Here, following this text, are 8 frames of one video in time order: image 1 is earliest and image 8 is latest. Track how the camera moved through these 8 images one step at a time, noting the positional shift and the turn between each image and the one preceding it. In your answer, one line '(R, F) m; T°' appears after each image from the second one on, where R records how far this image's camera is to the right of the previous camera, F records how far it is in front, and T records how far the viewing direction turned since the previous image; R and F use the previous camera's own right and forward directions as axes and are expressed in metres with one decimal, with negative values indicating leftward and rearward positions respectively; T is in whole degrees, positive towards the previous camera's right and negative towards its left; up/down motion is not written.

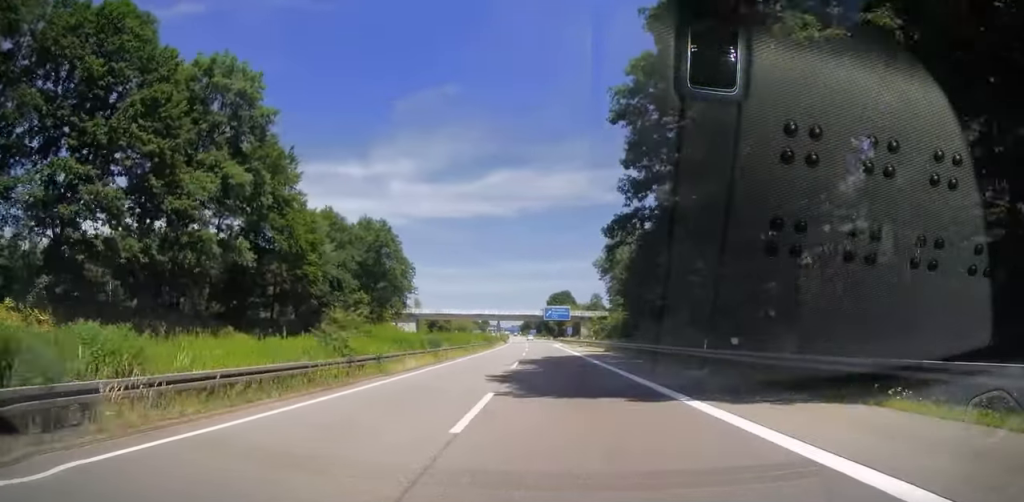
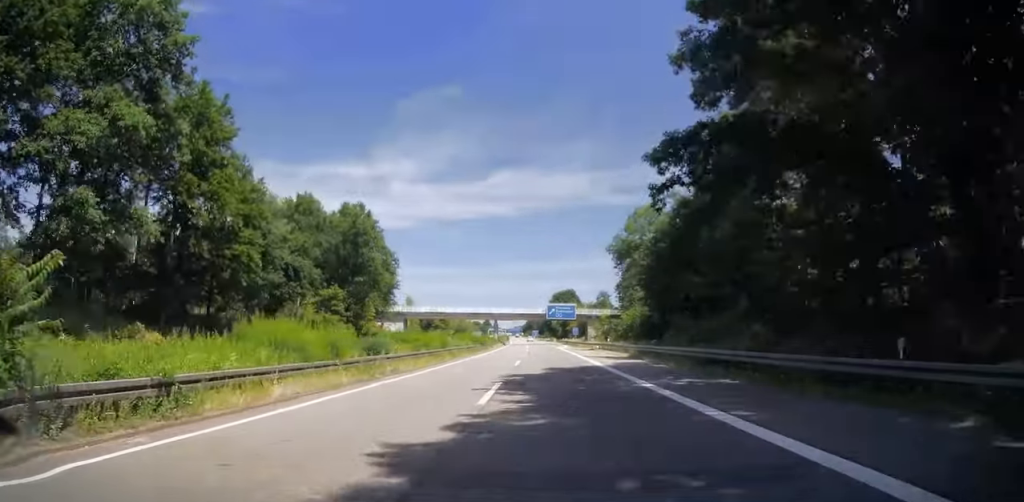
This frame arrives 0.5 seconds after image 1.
(-0.2, +14.3) m; 0°
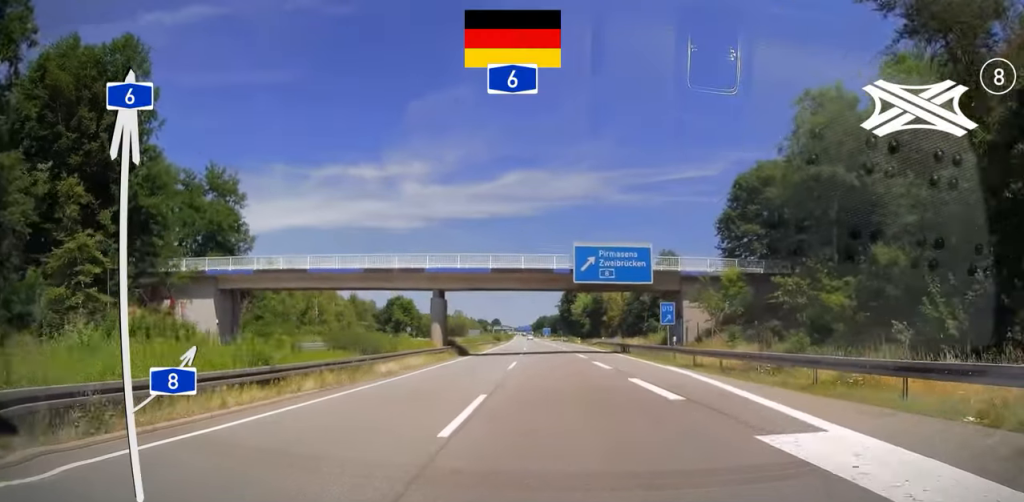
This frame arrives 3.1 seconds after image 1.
(-1.0, +76.3) m; -1°
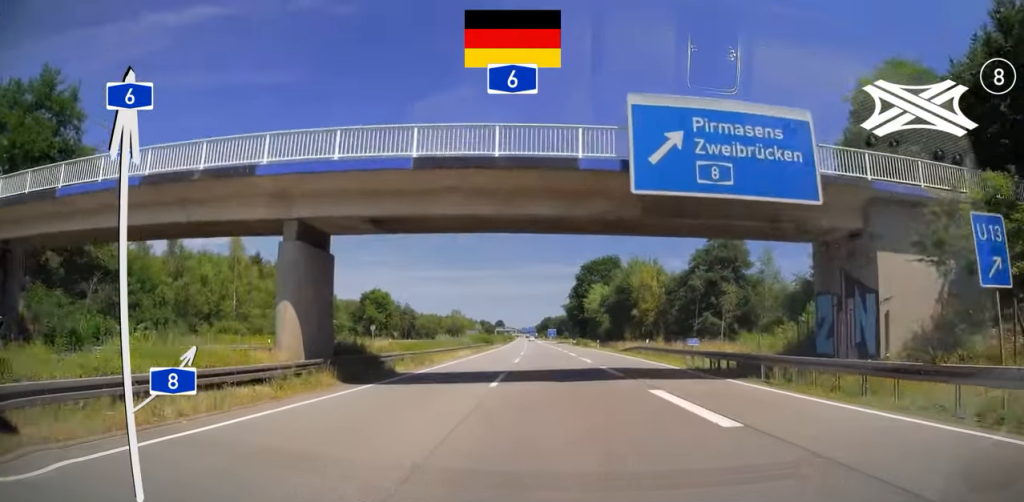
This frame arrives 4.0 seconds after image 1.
(0.0, +27.5) m; 0°
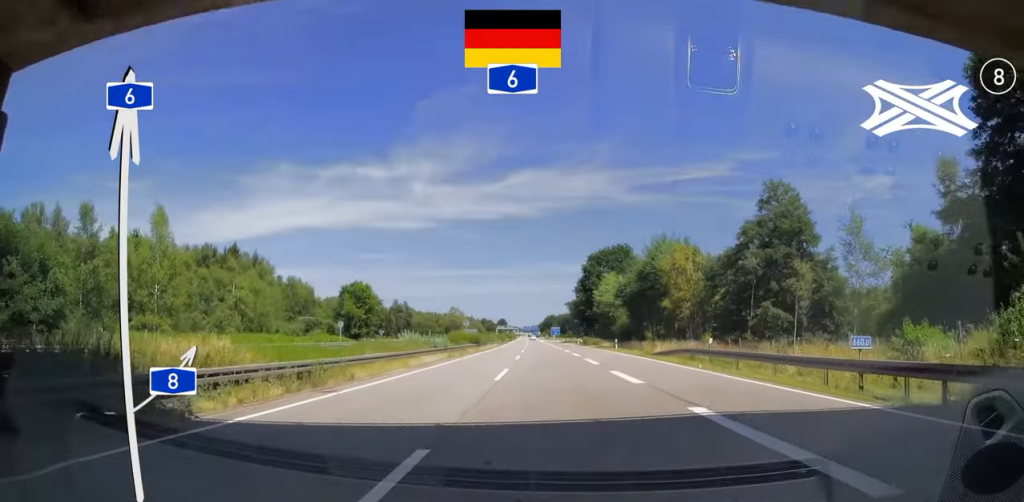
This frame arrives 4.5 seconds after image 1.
(0.0, +15.7) m; 0°
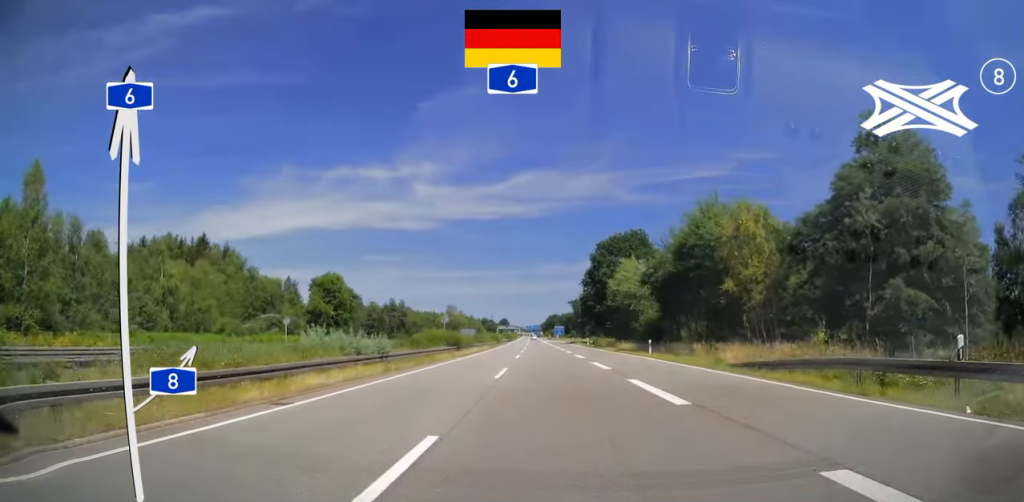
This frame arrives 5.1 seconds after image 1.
(0.0, +17.2) m; 0°
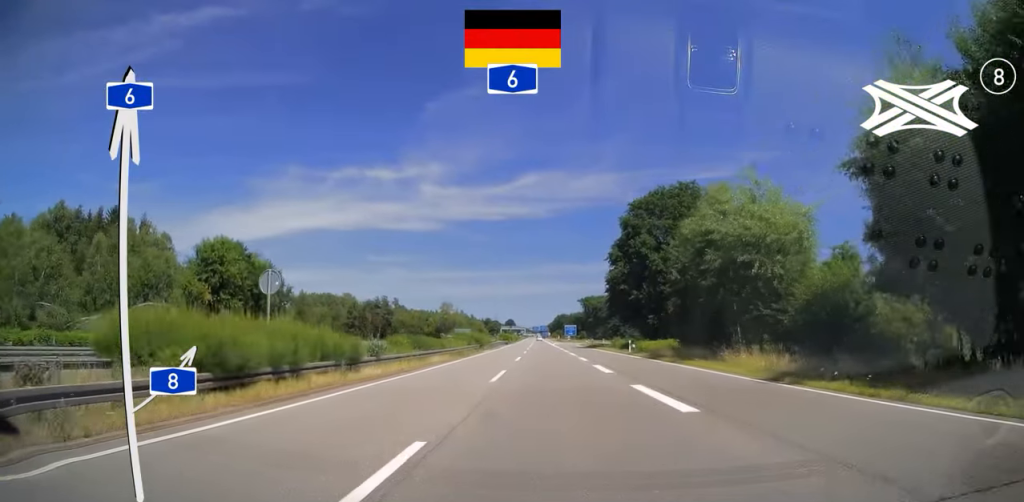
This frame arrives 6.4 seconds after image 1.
(-0.4, +36.7) m; -1°
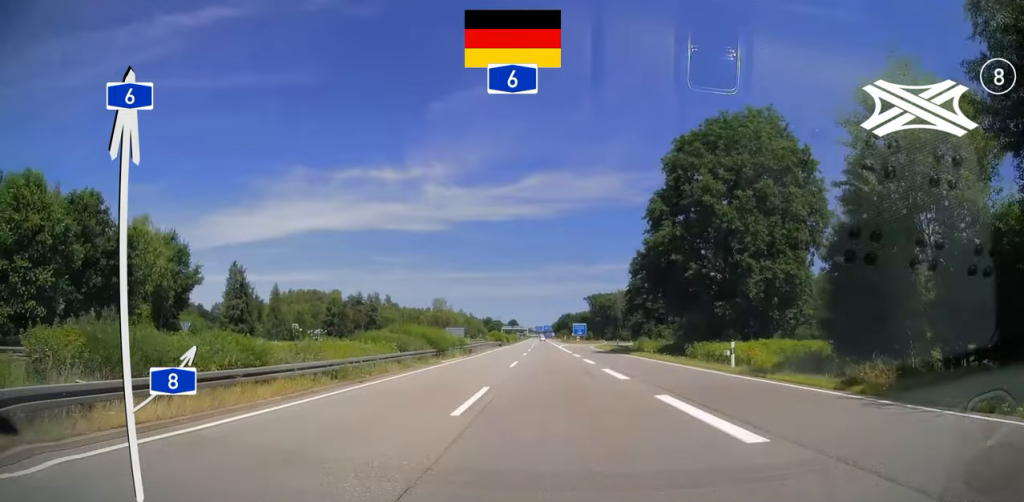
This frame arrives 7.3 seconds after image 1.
(-0.2, +27.0) m; -1°
